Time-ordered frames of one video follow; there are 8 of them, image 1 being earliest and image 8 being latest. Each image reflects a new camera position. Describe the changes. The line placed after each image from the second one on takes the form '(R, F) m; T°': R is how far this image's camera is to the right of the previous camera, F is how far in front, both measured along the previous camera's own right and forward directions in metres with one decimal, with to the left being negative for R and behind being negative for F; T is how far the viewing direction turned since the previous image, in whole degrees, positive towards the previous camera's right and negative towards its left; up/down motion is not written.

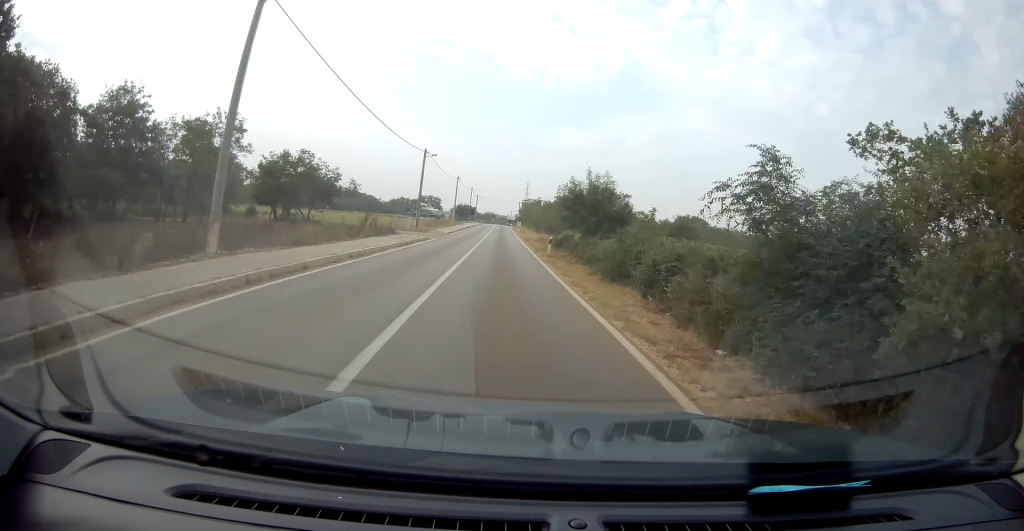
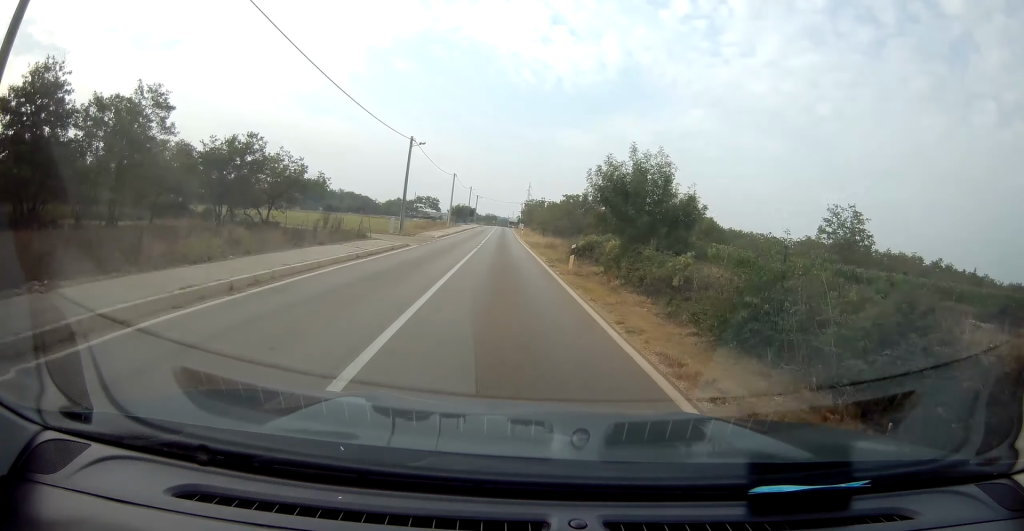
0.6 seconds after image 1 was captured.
(0.0, +8.2) m; 0°
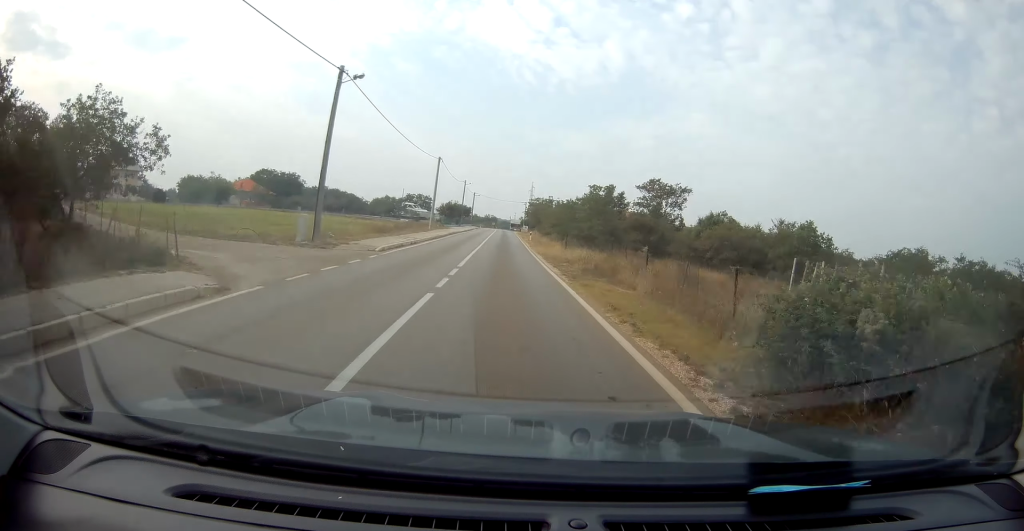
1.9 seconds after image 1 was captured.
(0.0, +19.0) m; +1°
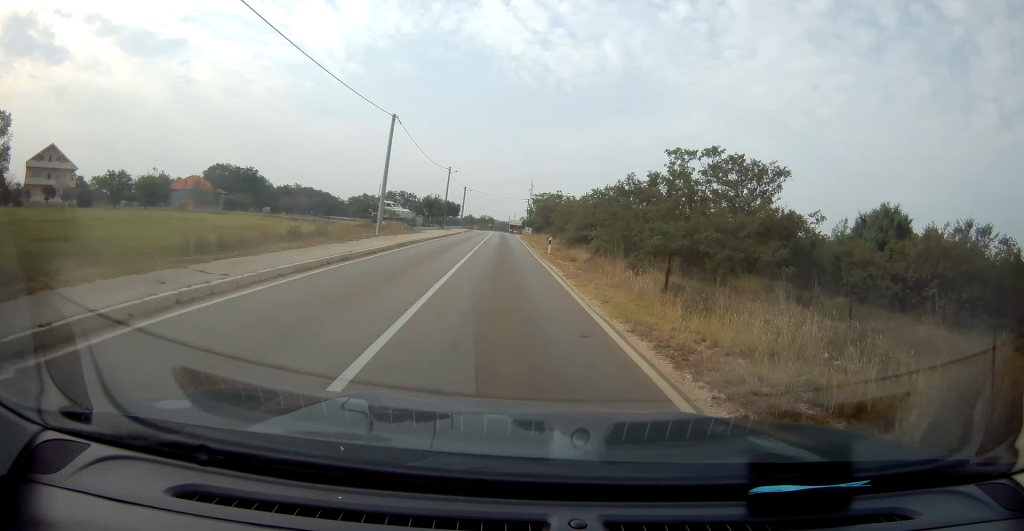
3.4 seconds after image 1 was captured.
(+0.2, +22.0) m; 0°
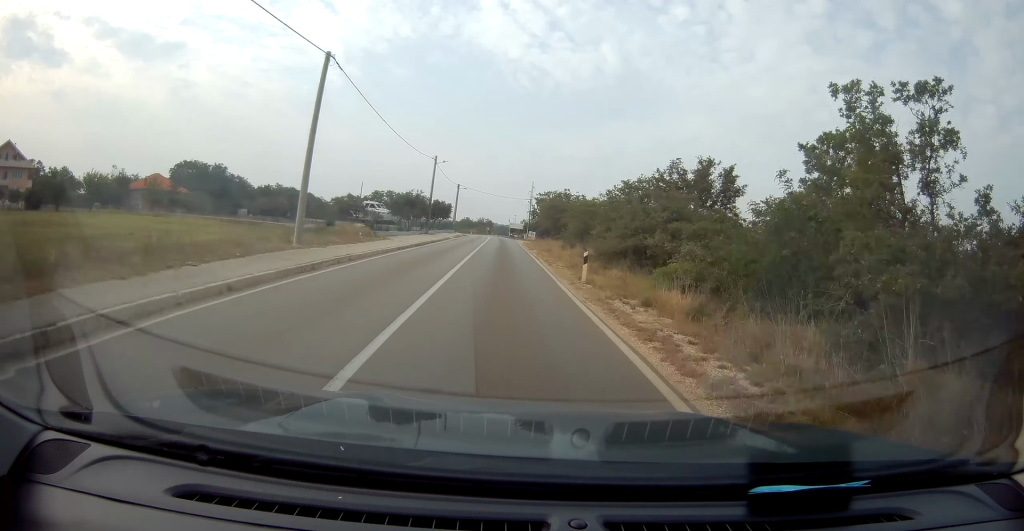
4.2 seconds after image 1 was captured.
(0.0, +12.7) m; 0°
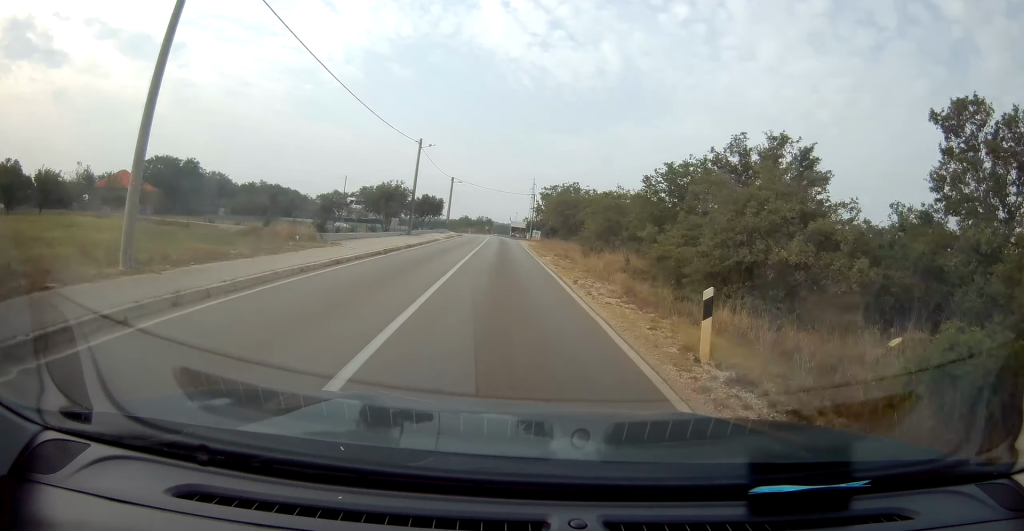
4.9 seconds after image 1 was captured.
(0.0, +9.8) m; 0°
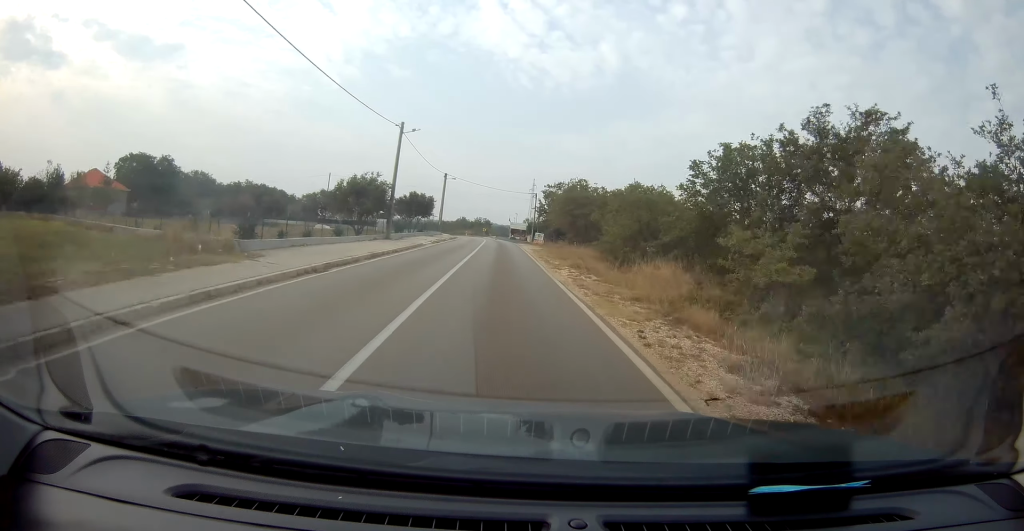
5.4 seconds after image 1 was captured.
(0.0, +7.4) m; 0°
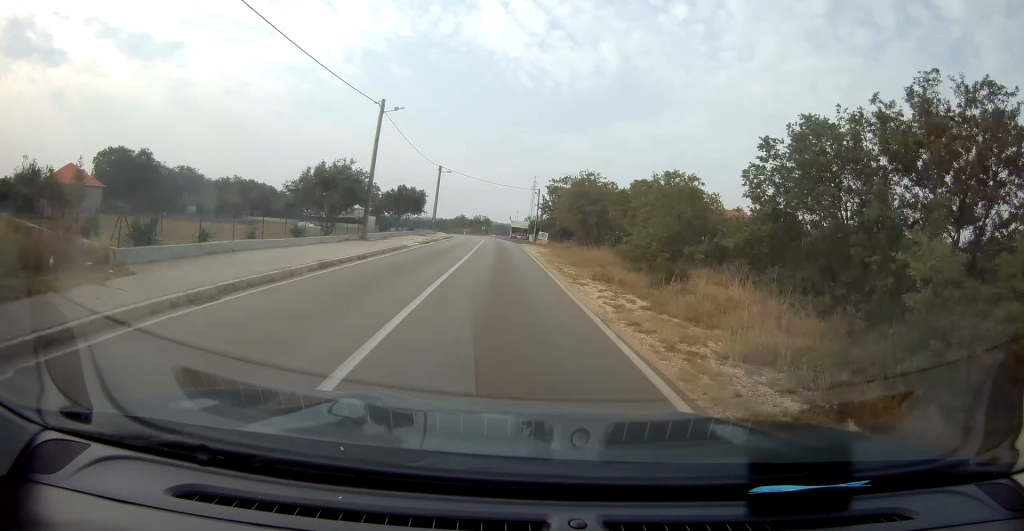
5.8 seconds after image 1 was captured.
(0.0, +5.9) m; 0°
